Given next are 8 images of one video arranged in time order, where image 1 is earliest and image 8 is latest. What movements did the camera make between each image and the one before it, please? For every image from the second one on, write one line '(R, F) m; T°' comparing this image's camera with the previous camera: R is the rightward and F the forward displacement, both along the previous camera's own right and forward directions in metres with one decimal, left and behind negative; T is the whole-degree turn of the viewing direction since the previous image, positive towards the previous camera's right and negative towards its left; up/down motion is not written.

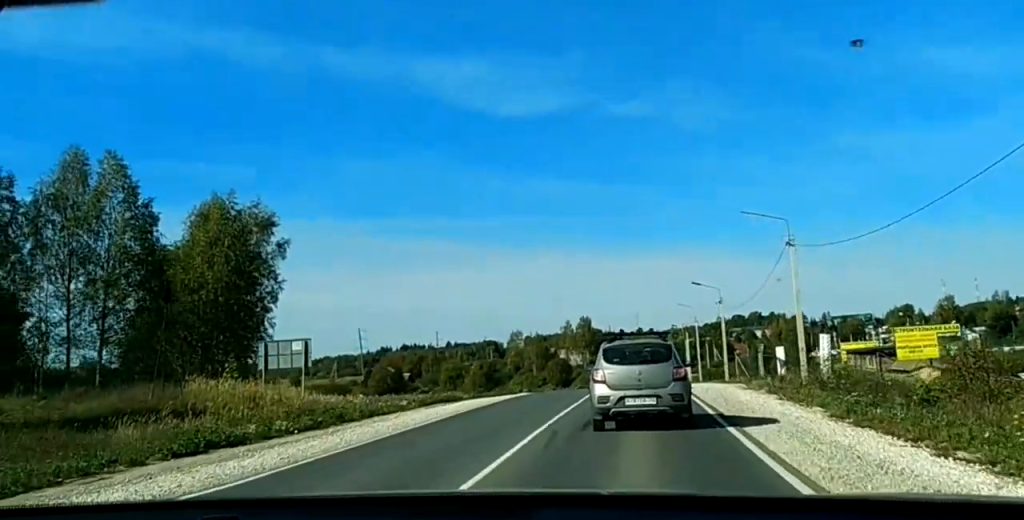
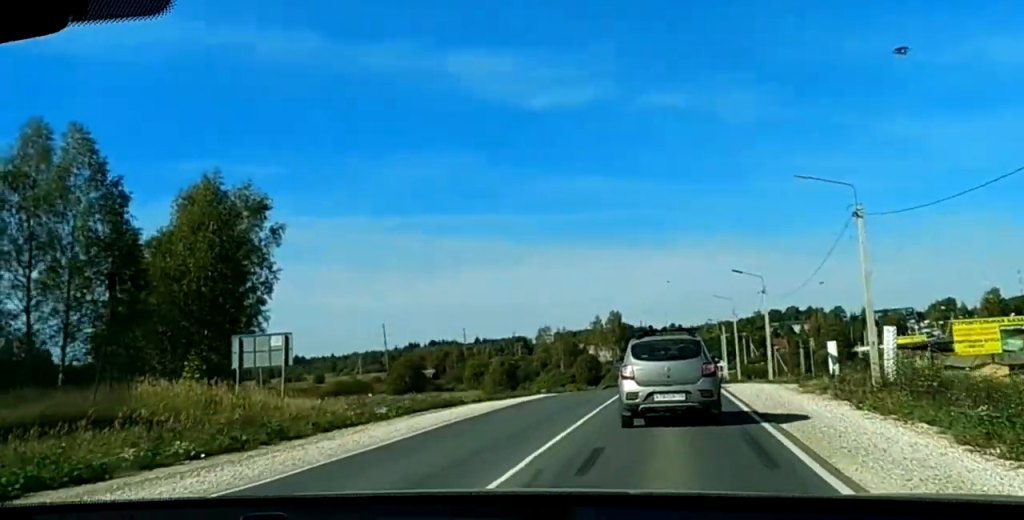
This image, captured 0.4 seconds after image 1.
(+0.2, +6.8) m; 0°
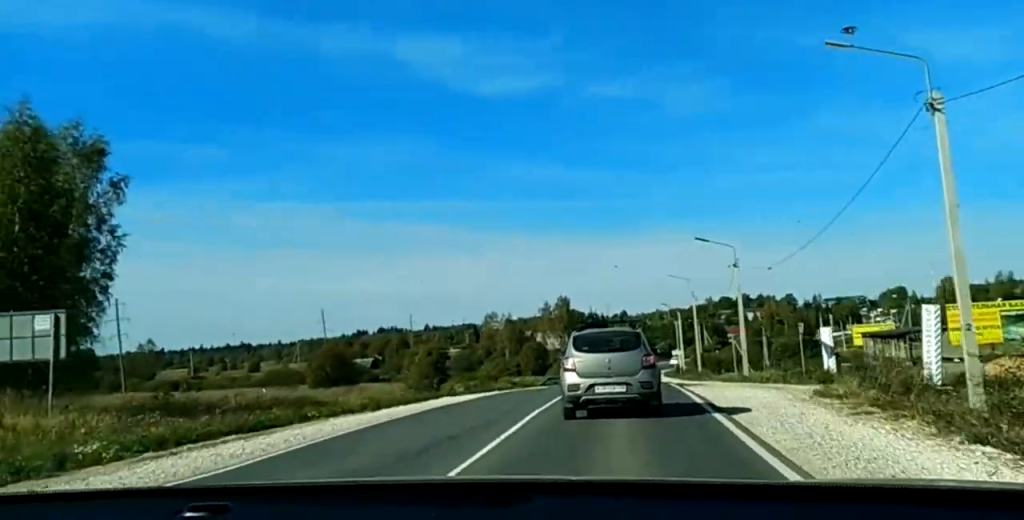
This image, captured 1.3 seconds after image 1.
(+0.3, +13.8) m; -1°
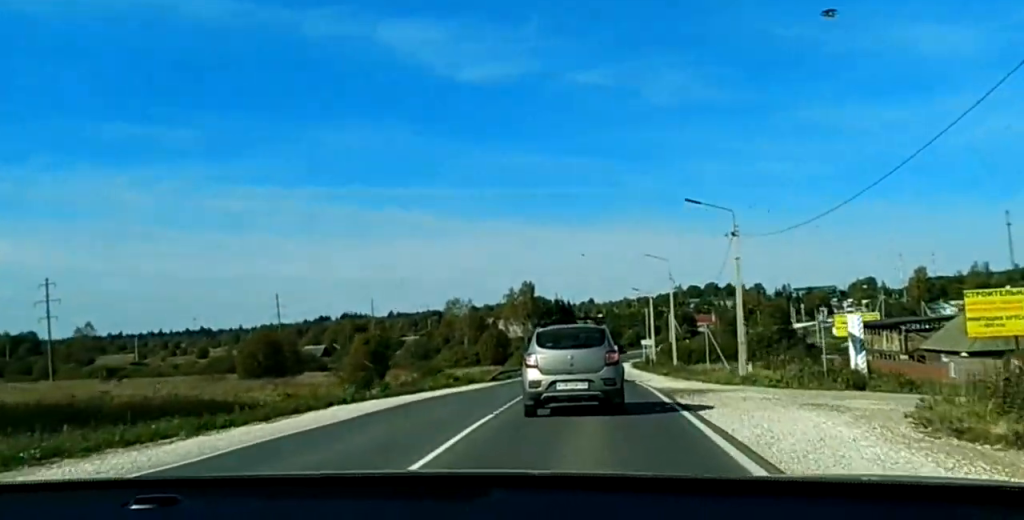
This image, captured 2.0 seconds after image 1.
(-0.4, +11.5) m; -1°
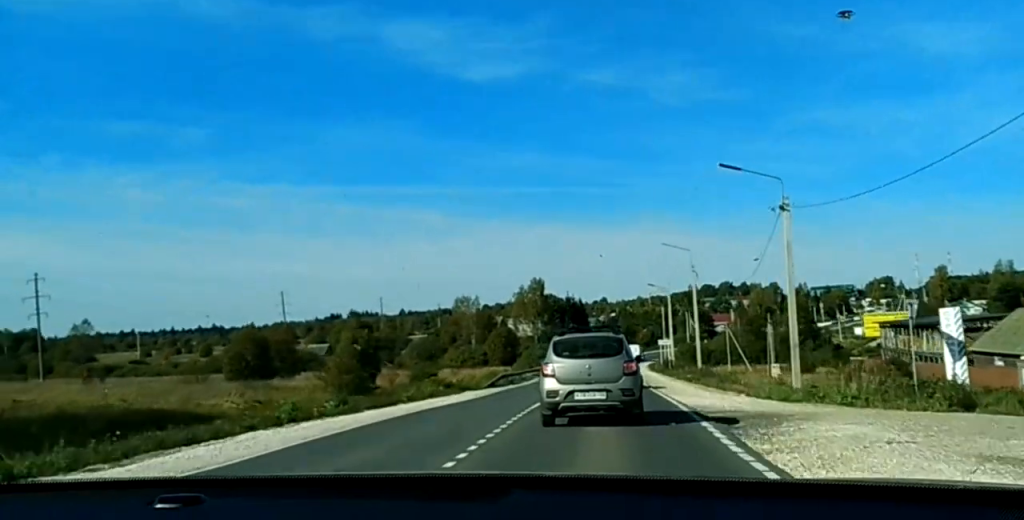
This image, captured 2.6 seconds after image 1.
(+0.1, +8.3) m; 0°
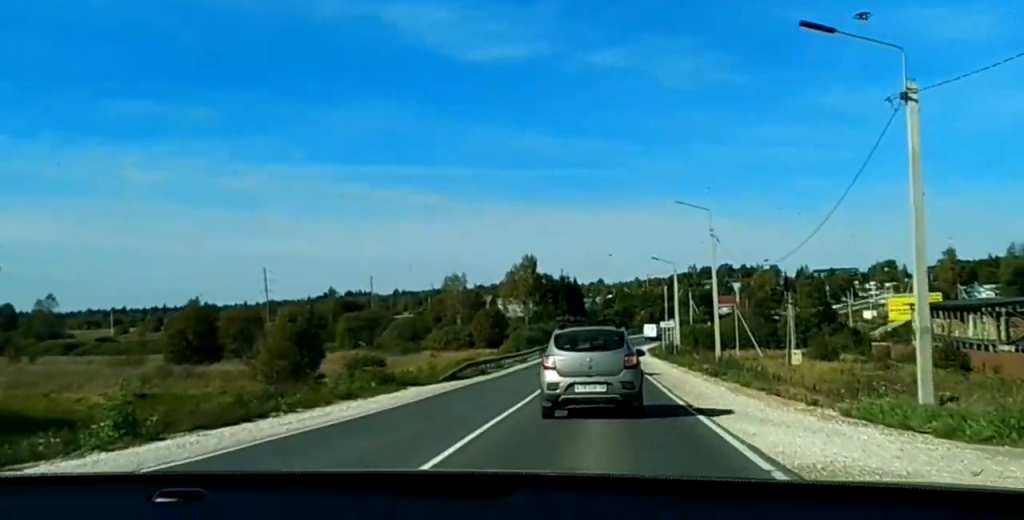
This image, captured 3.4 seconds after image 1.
(+0.1, +14.0) m; 0°
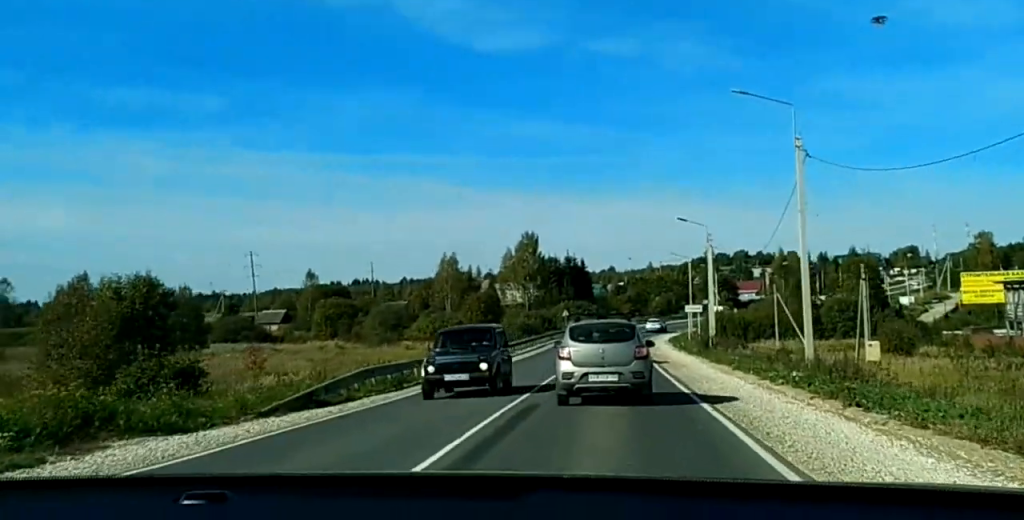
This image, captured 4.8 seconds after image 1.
(-0.1, +22.0) m; 0°
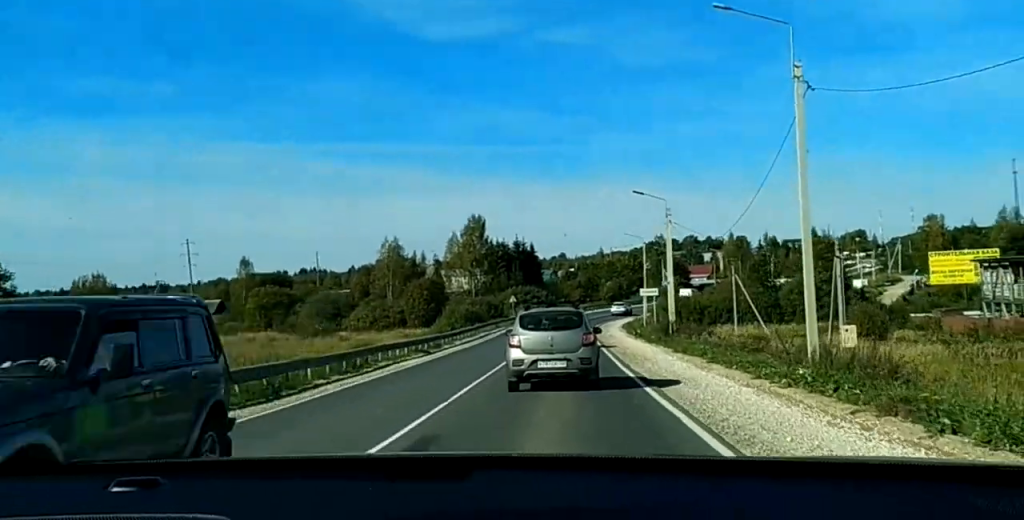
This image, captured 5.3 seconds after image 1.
(0.0, +6.9) m; 0°
